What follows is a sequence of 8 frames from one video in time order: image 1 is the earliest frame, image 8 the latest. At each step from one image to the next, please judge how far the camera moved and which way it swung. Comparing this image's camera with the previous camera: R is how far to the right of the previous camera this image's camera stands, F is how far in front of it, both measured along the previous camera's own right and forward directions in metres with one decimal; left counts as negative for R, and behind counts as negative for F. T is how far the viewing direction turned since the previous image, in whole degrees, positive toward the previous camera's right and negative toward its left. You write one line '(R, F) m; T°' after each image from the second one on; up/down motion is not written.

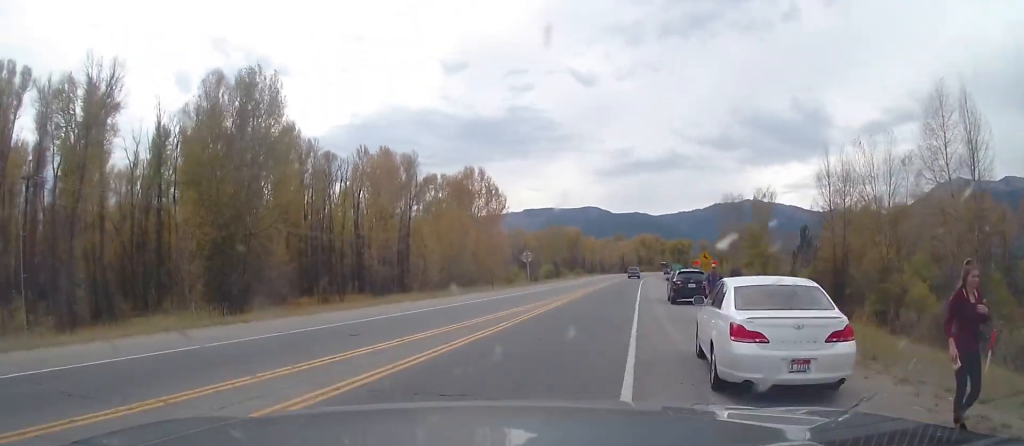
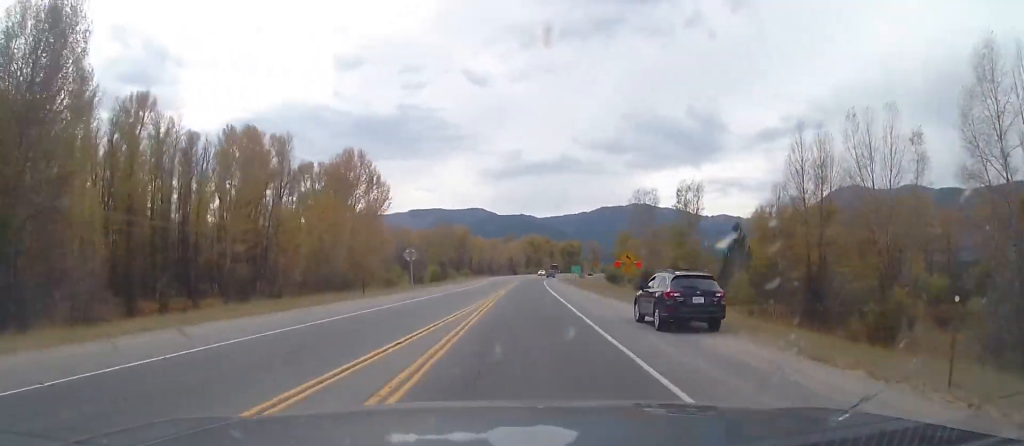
(+1.0, +26.9) m; +3°
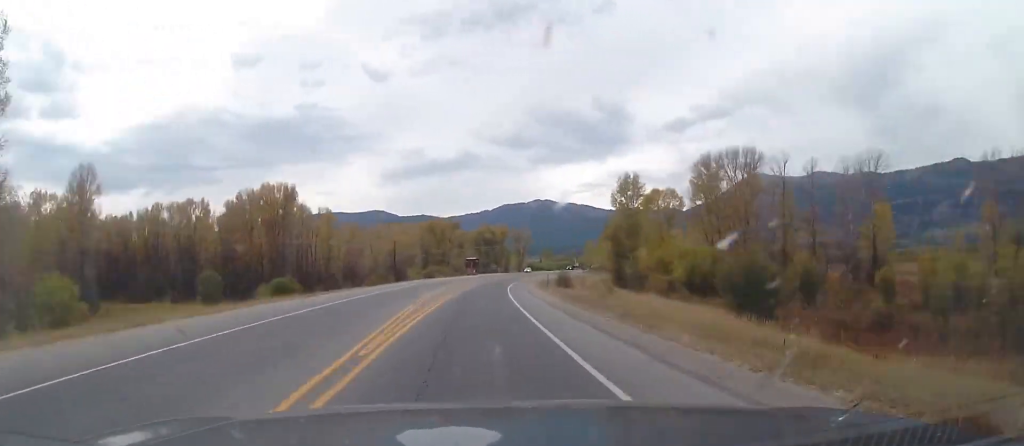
(+7.2, +136.6) m; +10°
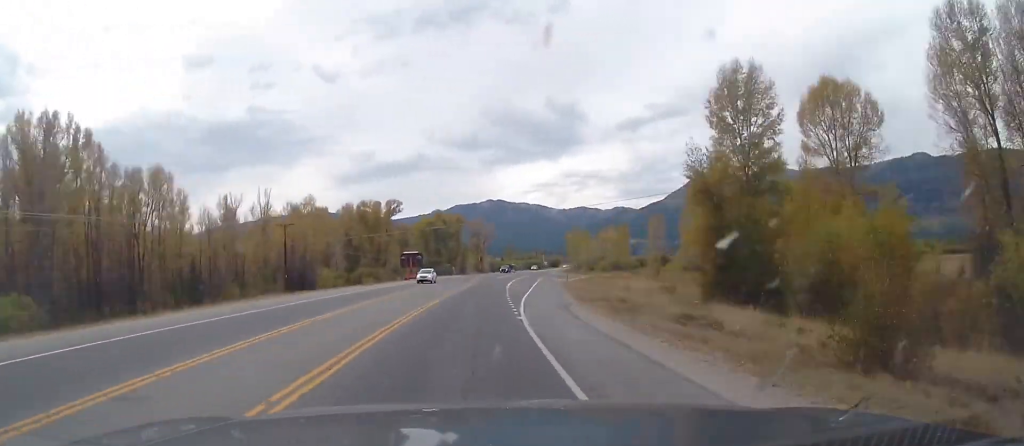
(+2.9, +58.7) m; +4°
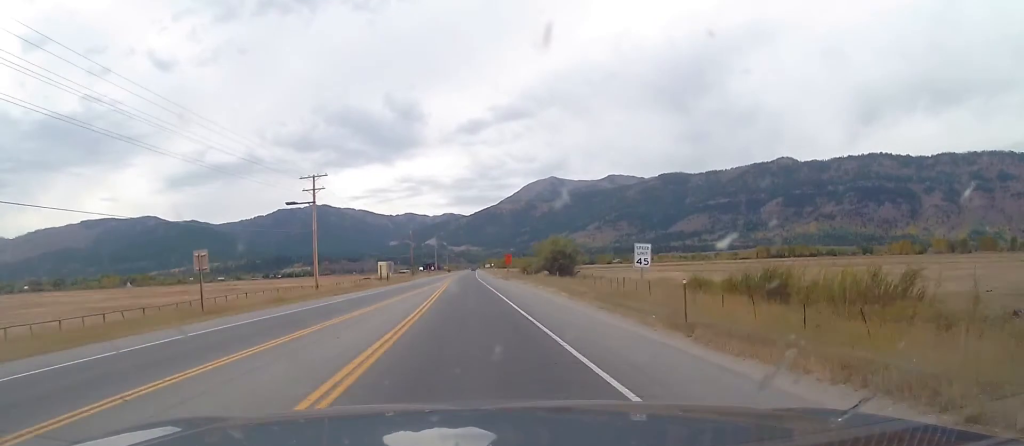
(+57.7, +384.1) m; +12°
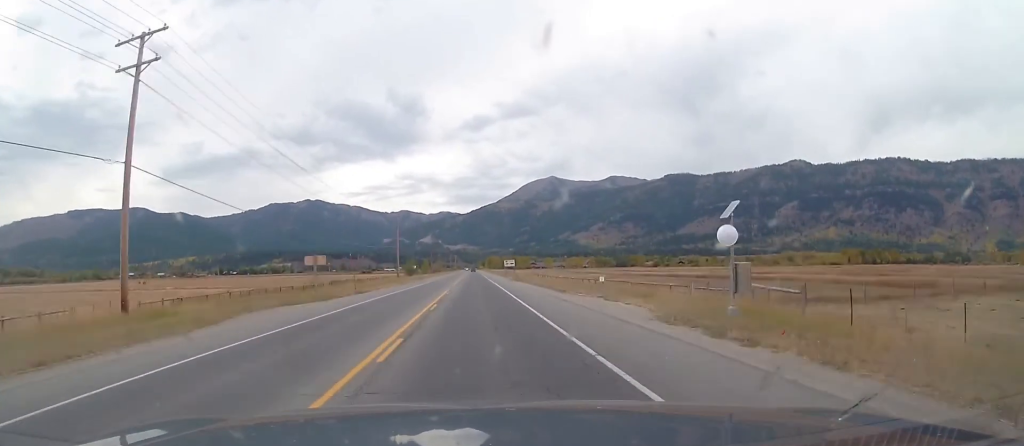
(+0.8, +200.2) m; +1°
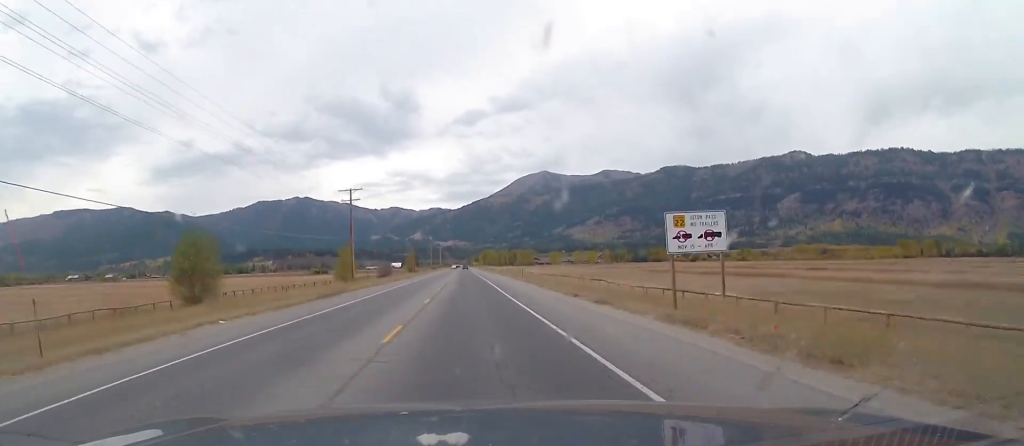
(+0.4, +114.4) m; 0°
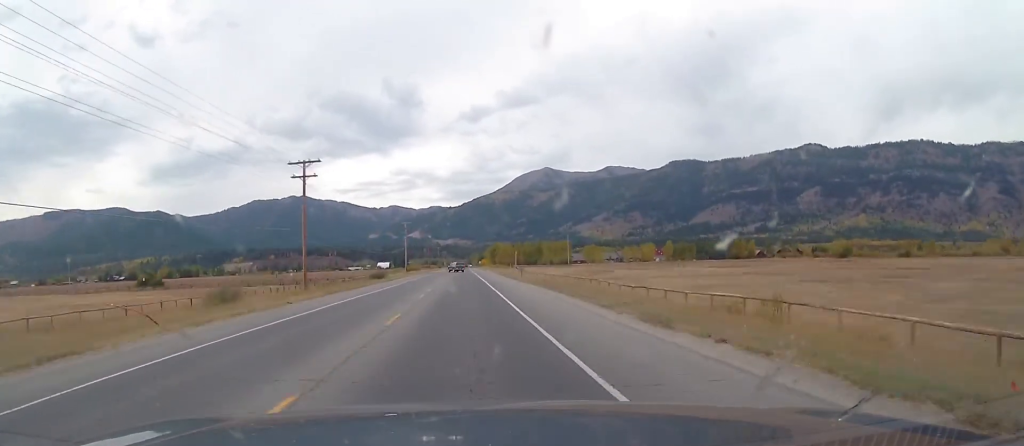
(+0.6, +172.9) m; 0°
